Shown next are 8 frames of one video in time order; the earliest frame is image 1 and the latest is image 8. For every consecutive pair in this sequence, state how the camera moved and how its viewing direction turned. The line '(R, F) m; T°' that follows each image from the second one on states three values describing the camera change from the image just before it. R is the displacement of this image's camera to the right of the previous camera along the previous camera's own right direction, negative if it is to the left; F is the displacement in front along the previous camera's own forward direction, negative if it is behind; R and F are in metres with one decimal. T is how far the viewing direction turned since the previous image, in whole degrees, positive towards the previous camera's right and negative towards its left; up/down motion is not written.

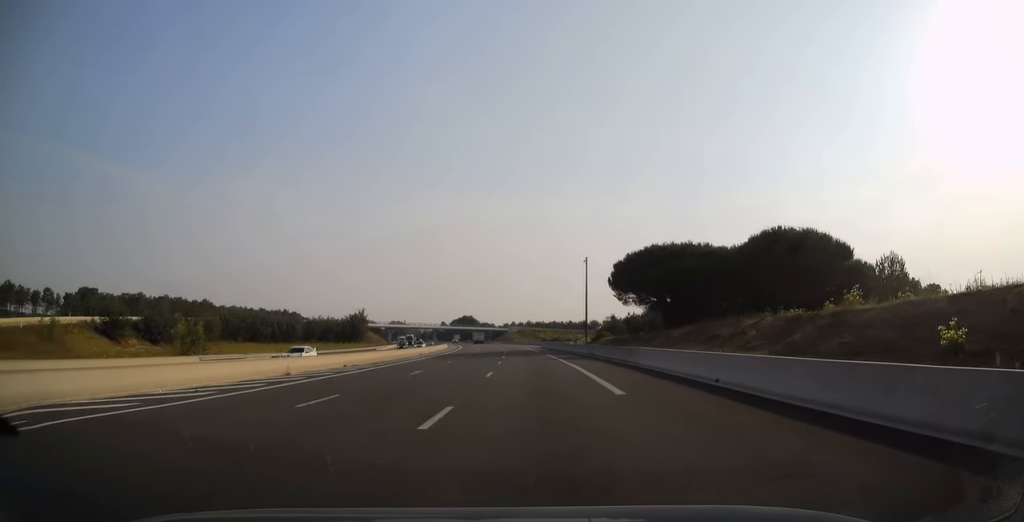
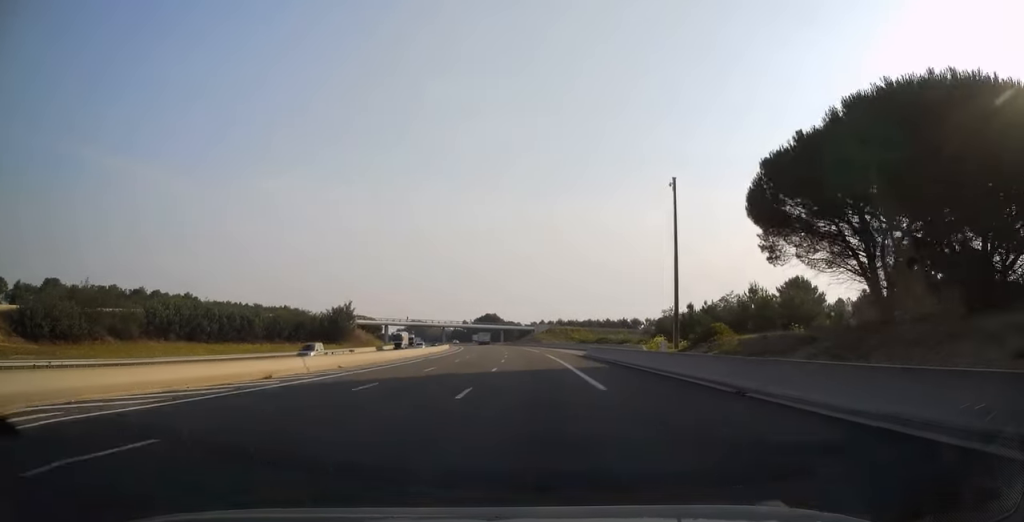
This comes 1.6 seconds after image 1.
(-1.3, +48.2) m; -3°
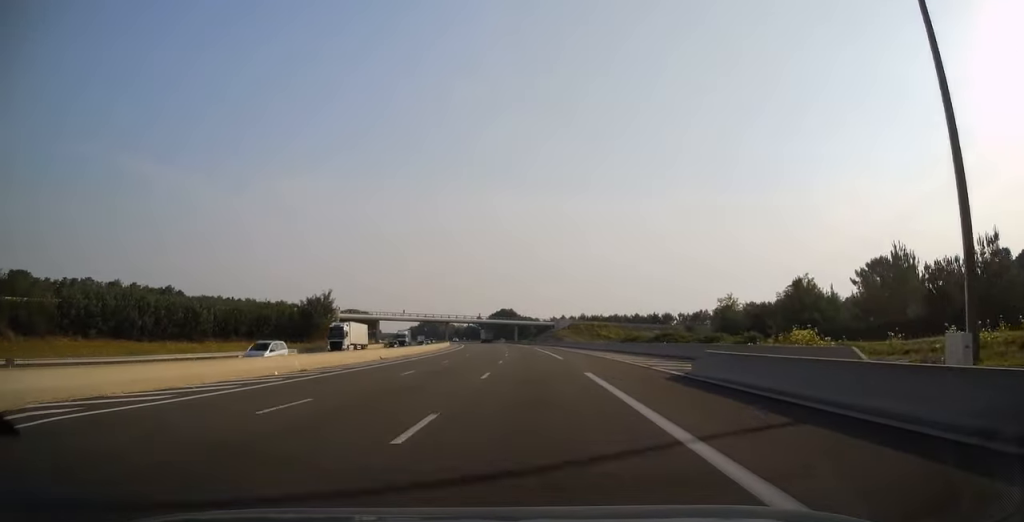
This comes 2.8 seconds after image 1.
(-0.5, +33.0) m; -2°
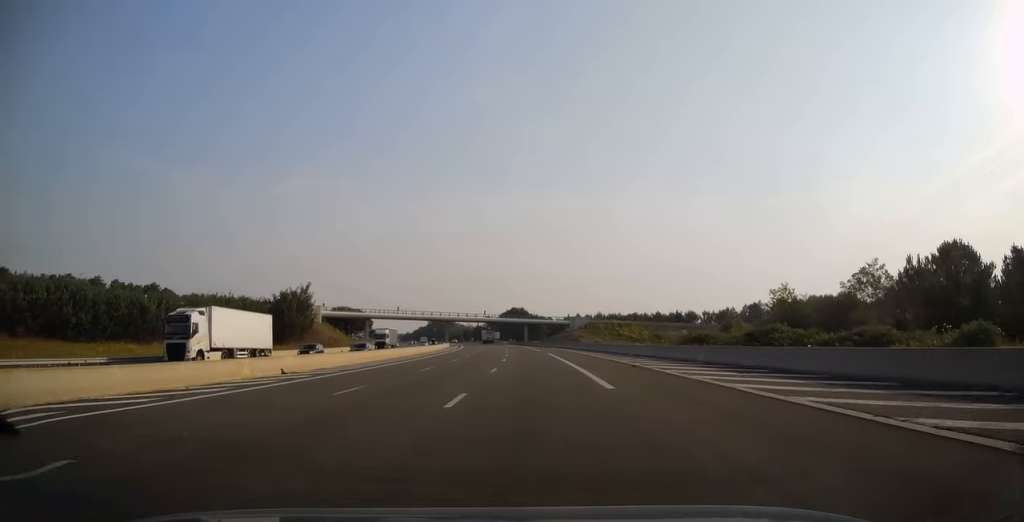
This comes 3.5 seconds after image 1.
(-0.2, +21.6) m; -1°
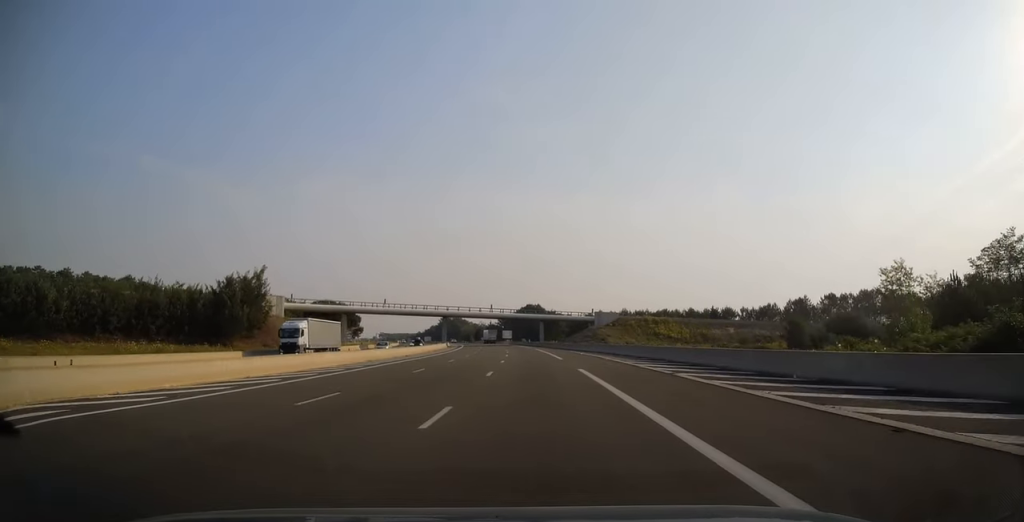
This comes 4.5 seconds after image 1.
(-0.4, +29.0) m; -2°
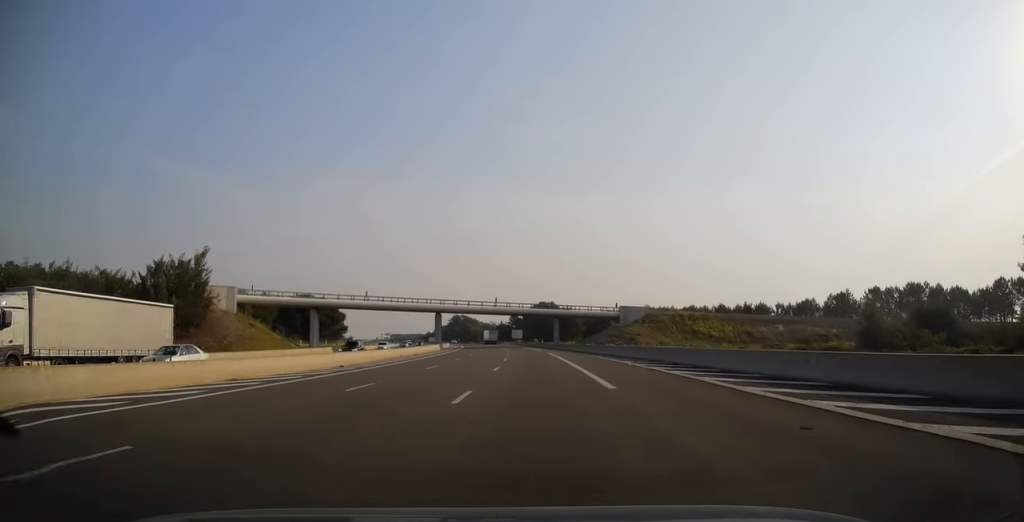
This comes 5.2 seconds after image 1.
(-0.3, +22.6) m; -2°
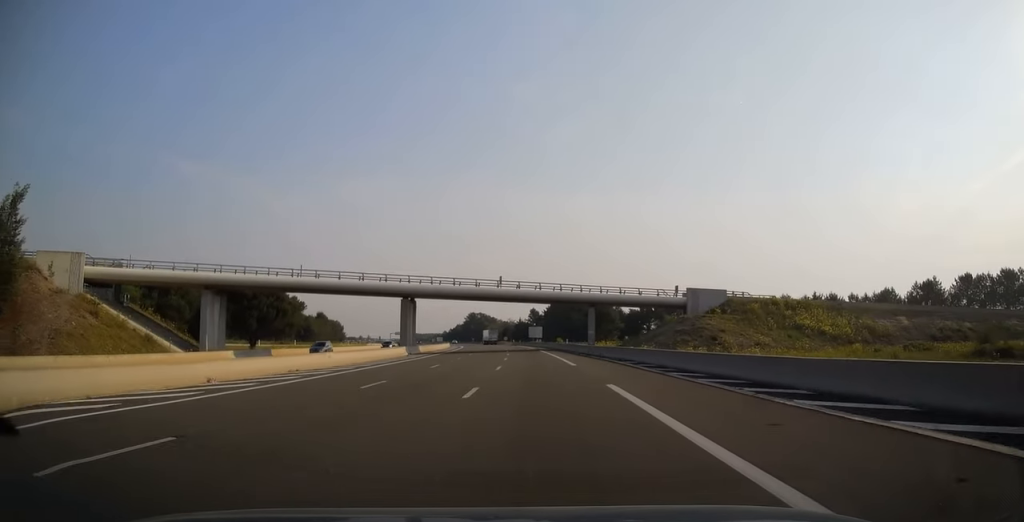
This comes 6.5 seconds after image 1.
(-0.6, +37.8) m; -2°
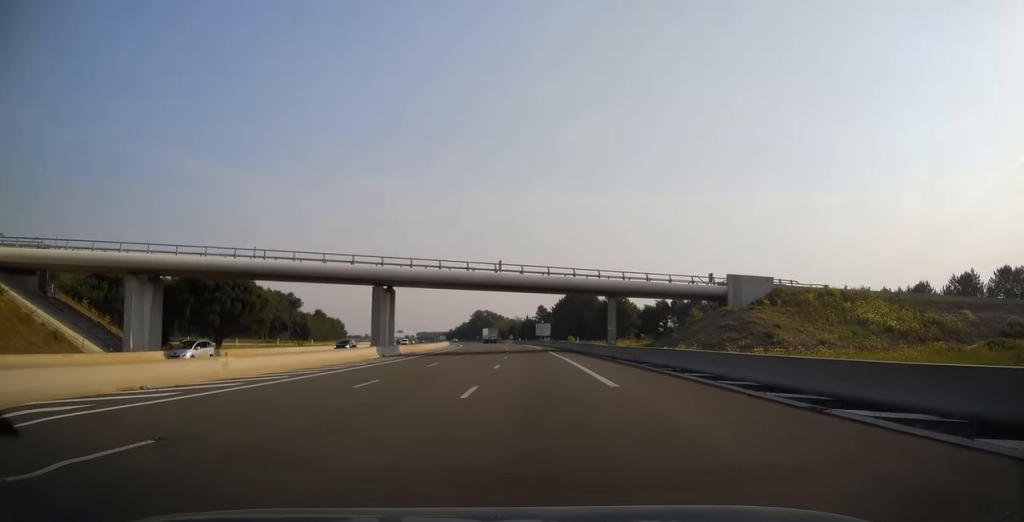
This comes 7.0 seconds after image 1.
(0.0, +13.7) m; -1°
